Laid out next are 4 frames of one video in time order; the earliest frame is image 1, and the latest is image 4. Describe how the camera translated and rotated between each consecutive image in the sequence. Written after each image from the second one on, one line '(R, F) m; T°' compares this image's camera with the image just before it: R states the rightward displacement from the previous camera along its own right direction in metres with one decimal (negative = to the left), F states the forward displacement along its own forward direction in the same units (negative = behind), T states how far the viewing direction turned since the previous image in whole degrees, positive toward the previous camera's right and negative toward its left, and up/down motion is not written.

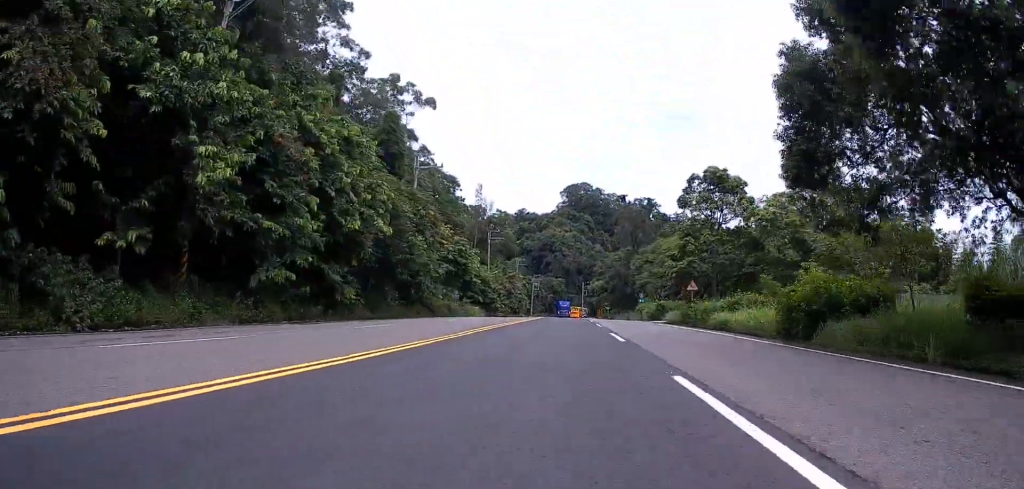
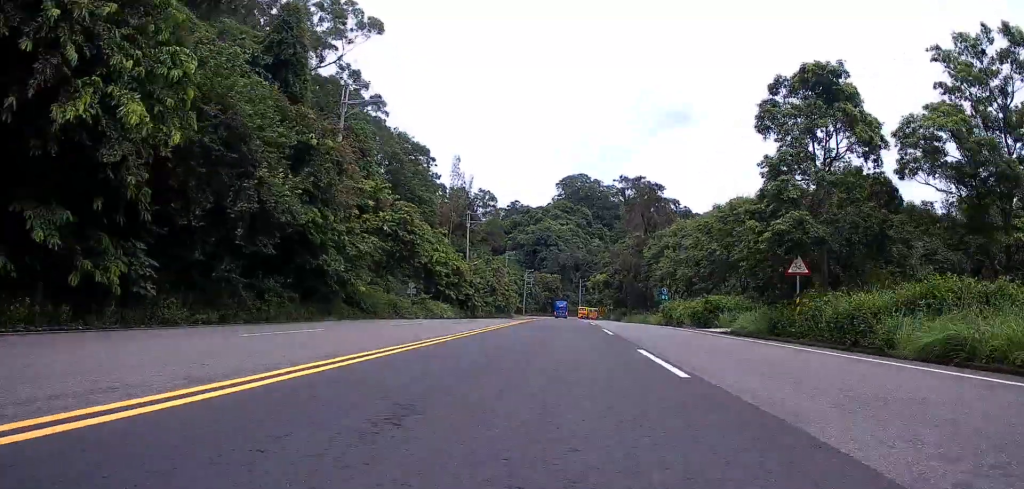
(+0.2, +16.5) m; 0°
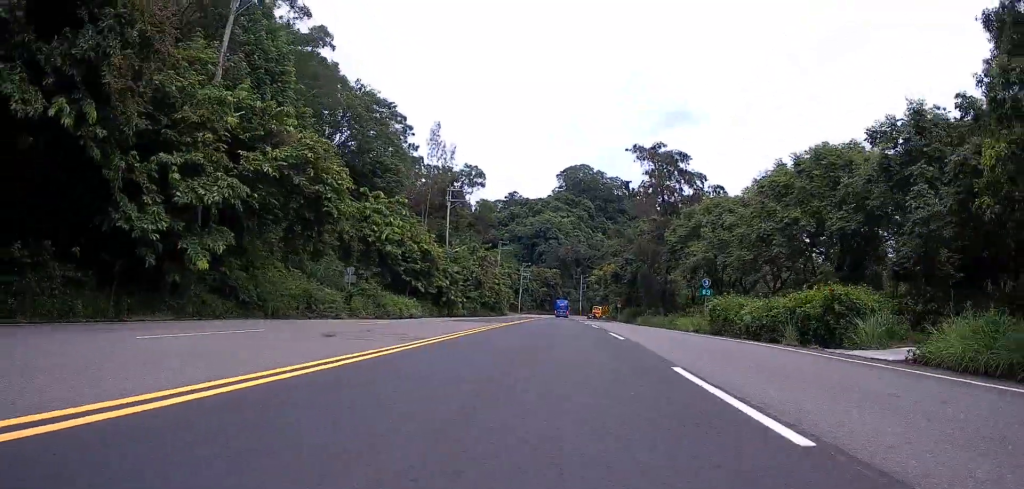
(-0.1, +13.1) m; -1°
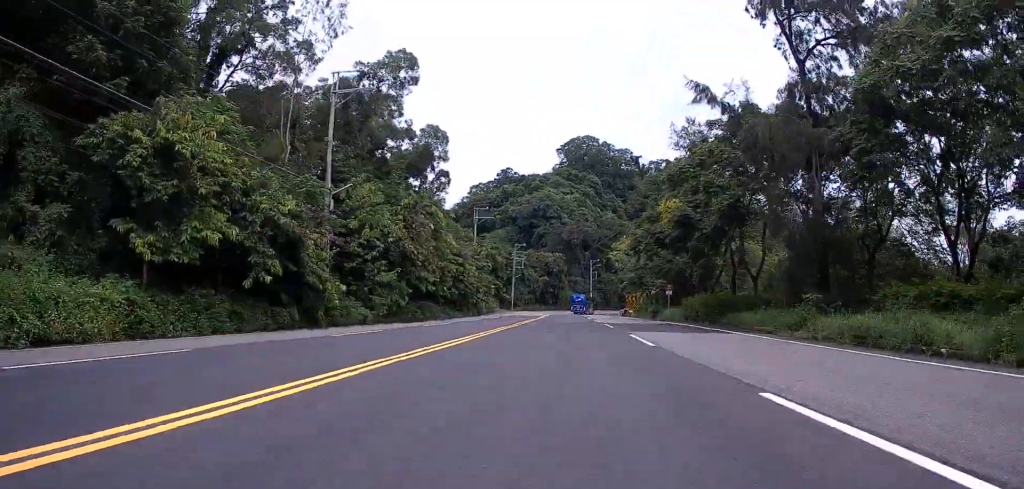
(0.0, +32.1) m; +1°
